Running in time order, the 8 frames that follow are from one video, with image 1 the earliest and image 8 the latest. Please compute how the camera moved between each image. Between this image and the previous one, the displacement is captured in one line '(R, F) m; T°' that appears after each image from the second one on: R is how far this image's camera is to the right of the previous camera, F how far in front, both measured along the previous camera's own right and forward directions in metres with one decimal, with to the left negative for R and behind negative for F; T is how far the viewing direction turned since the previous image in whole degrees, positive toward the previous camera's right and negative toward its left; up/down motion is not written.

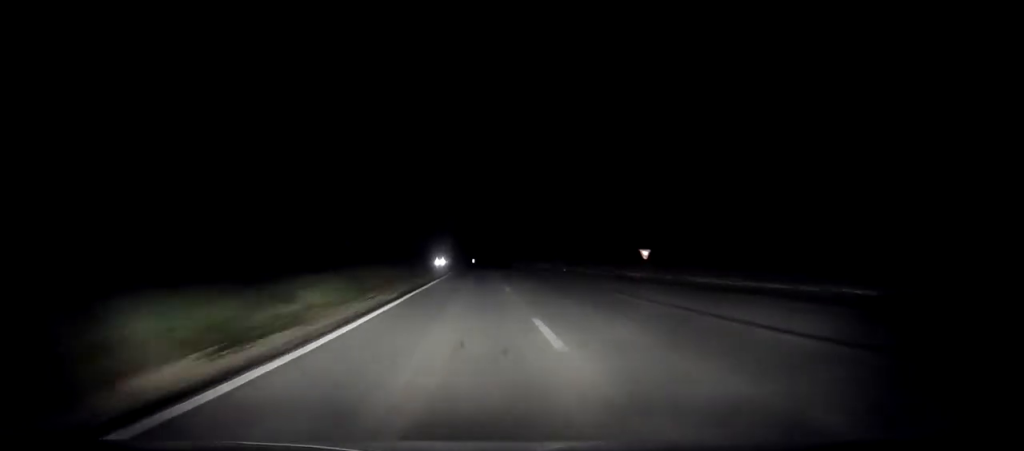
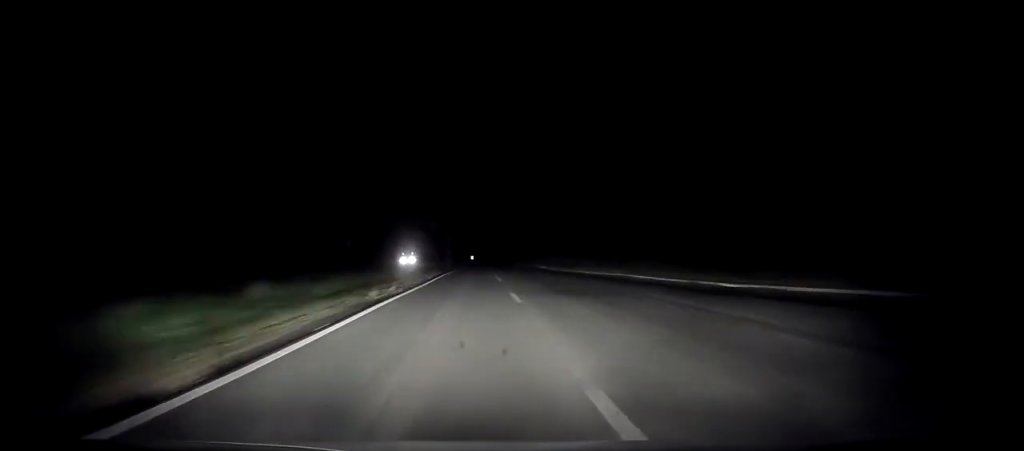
(-0.1, +54.8) m; 0°
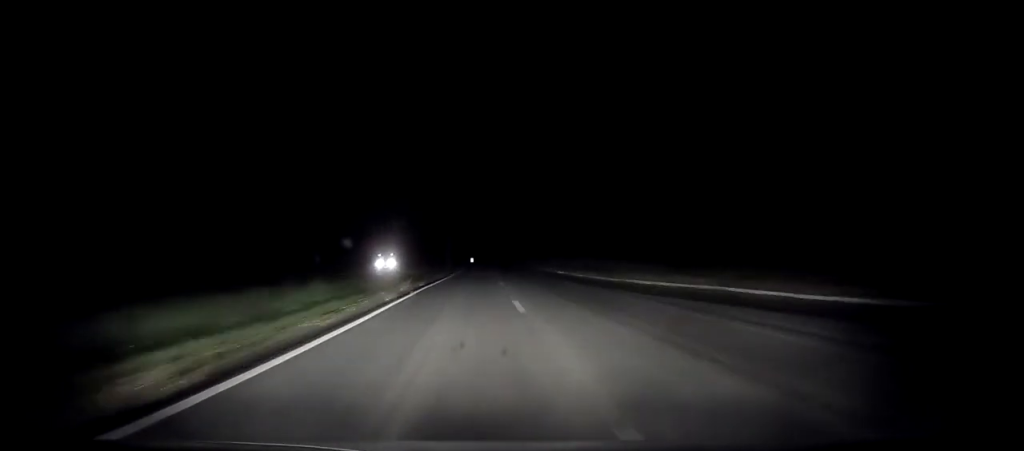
(0.0, +17.3) m; 0°
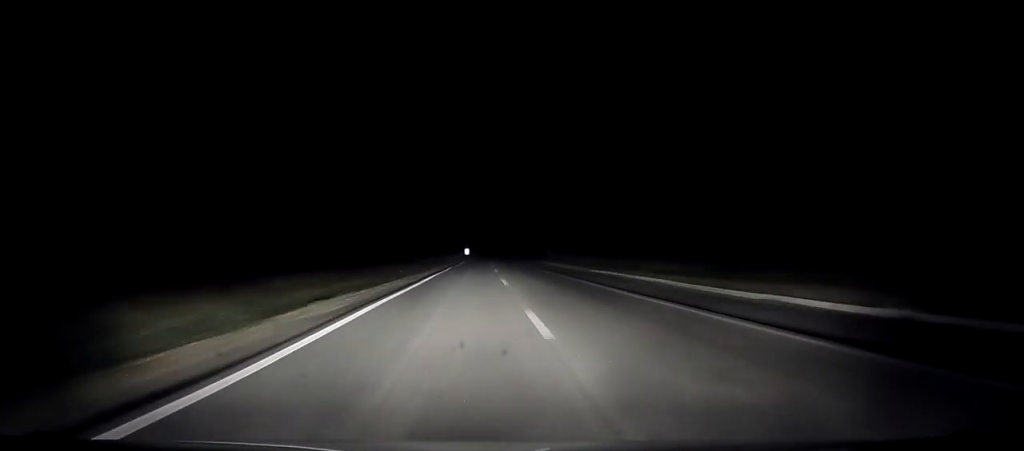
(+0.1, +57.1) m; 0°
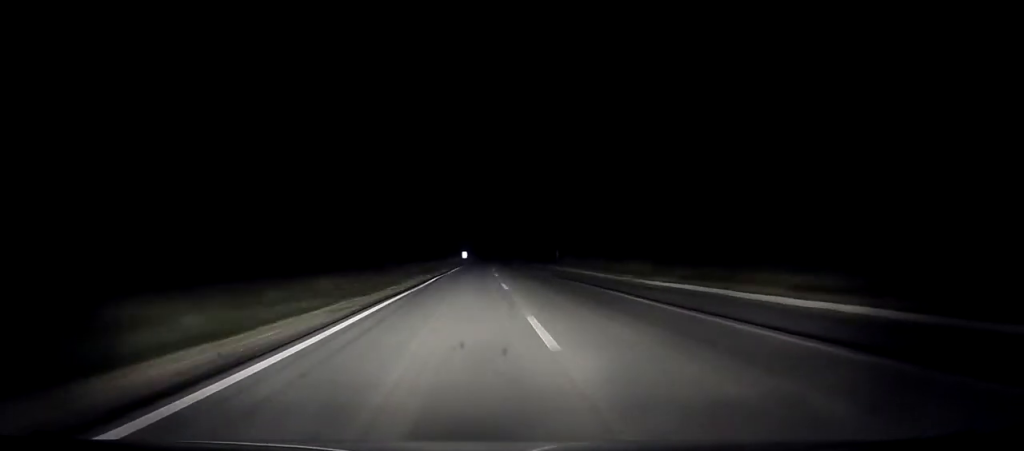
(+0.1, +16.5) m; 0°
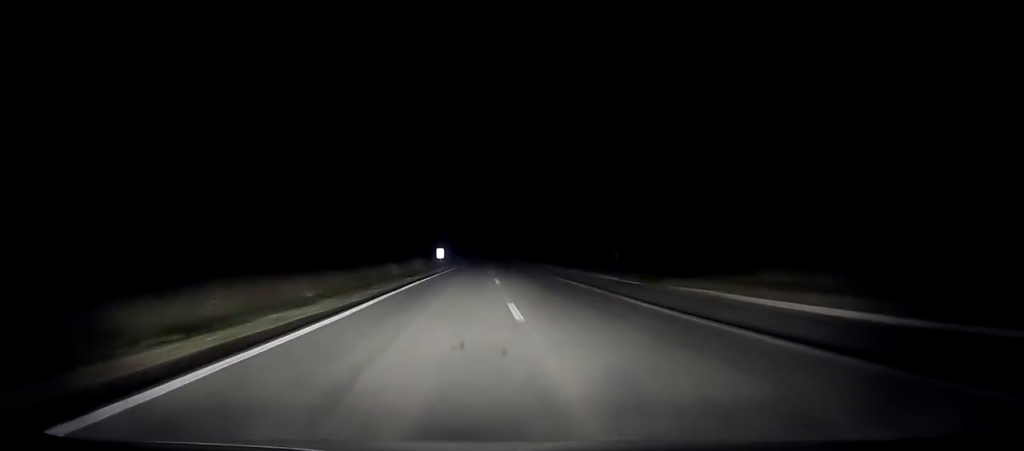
(+0.1, +59.3) m; 0°
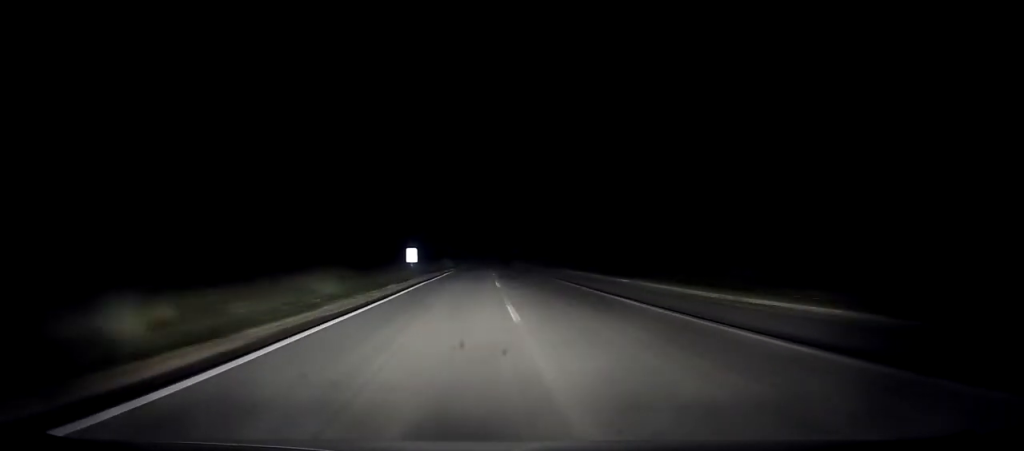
(+0.1, +31.2) m; +1°
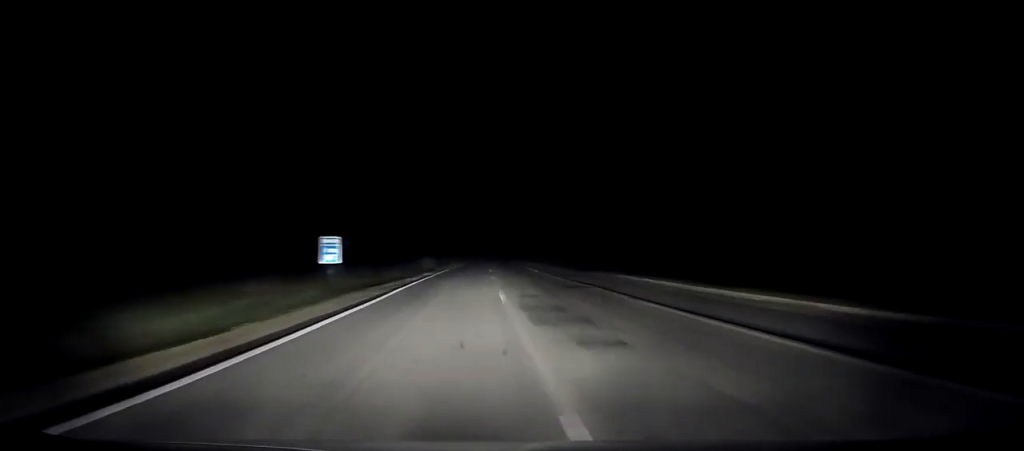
(+0.2, +27.9) m; +1°
